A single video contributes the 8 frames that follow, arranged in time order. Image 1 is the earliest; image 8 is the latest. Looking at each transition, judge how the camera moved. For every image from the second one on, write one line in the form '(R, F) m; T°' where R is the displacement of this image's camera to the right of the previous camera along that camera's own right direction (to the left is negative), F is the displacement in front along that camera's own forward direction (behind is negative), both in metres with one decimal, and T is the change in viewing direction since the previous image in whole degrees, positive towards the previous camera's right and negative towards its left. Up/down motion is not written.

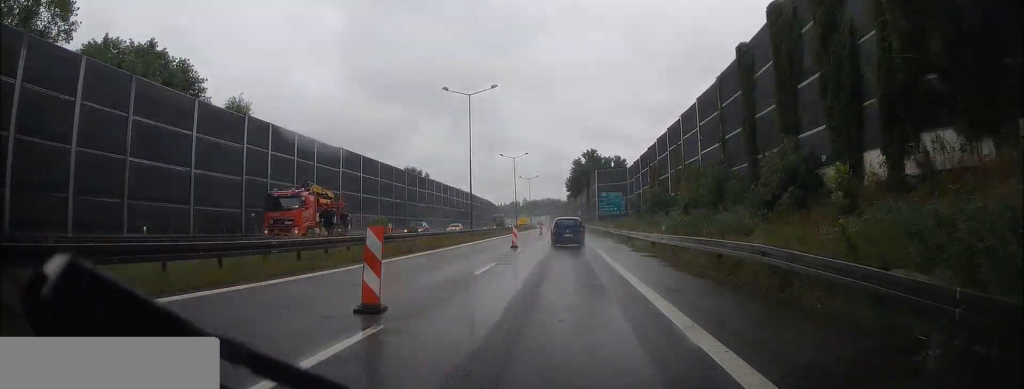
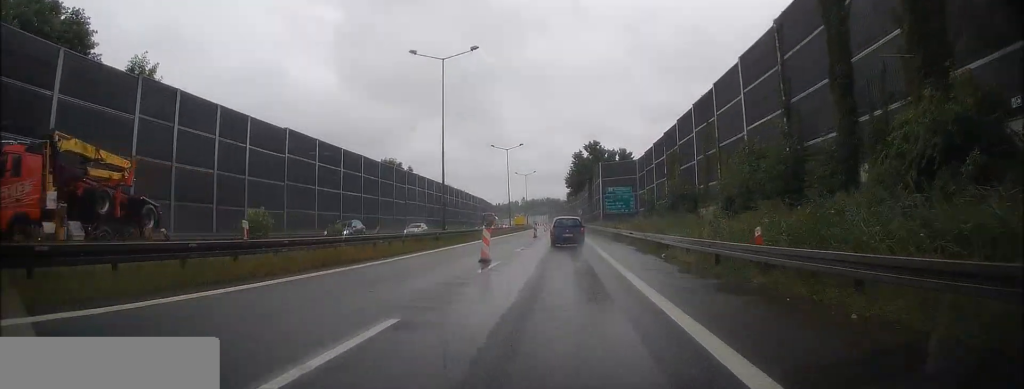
(0.0, +11.5) m; 0°
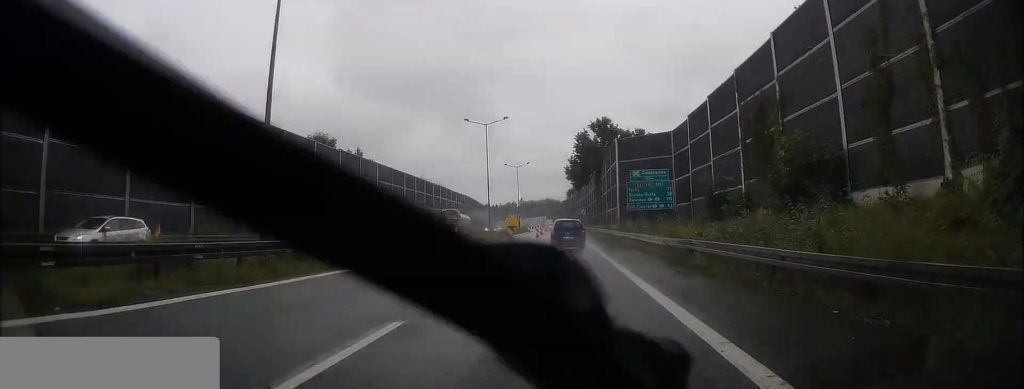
(0.0, +24.2) m; 0°
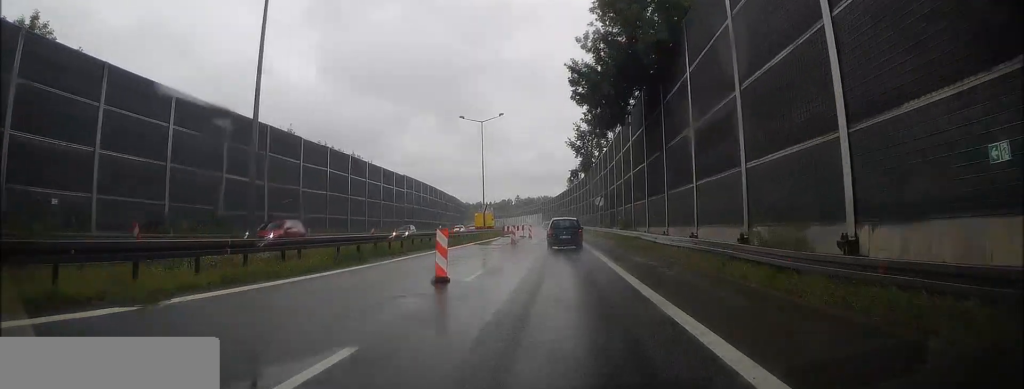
(+0.2, +48.6) m; 0°
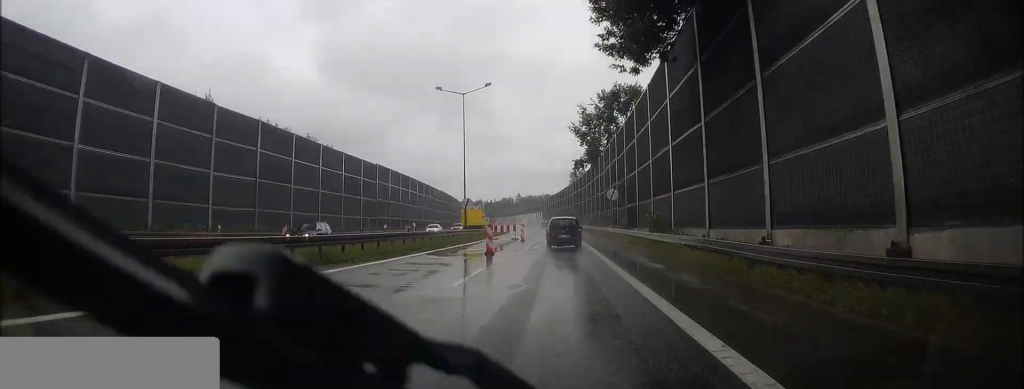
(0.0, +13.4) m; 0°
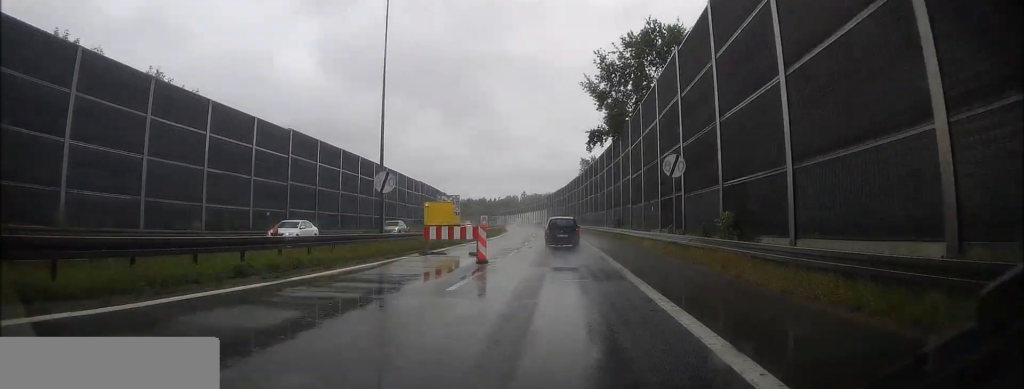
(0.0, +24.7) m; 0°
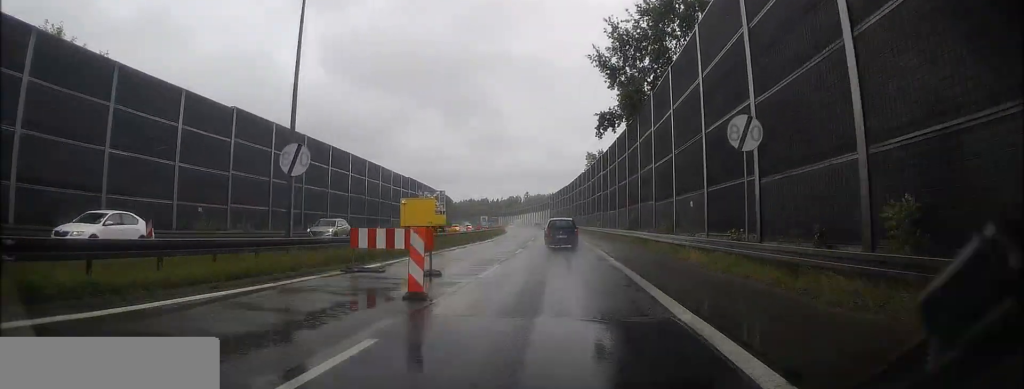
(0.0, +9.2) m; 0°
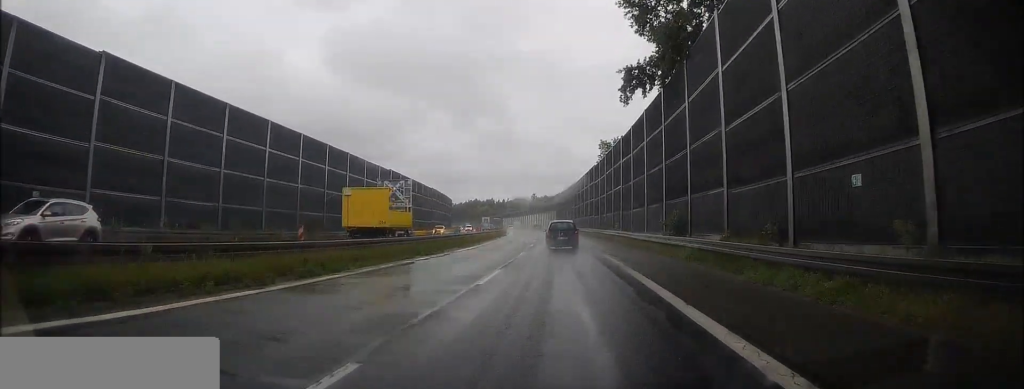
(-0.1, +13.5) m; -1°
